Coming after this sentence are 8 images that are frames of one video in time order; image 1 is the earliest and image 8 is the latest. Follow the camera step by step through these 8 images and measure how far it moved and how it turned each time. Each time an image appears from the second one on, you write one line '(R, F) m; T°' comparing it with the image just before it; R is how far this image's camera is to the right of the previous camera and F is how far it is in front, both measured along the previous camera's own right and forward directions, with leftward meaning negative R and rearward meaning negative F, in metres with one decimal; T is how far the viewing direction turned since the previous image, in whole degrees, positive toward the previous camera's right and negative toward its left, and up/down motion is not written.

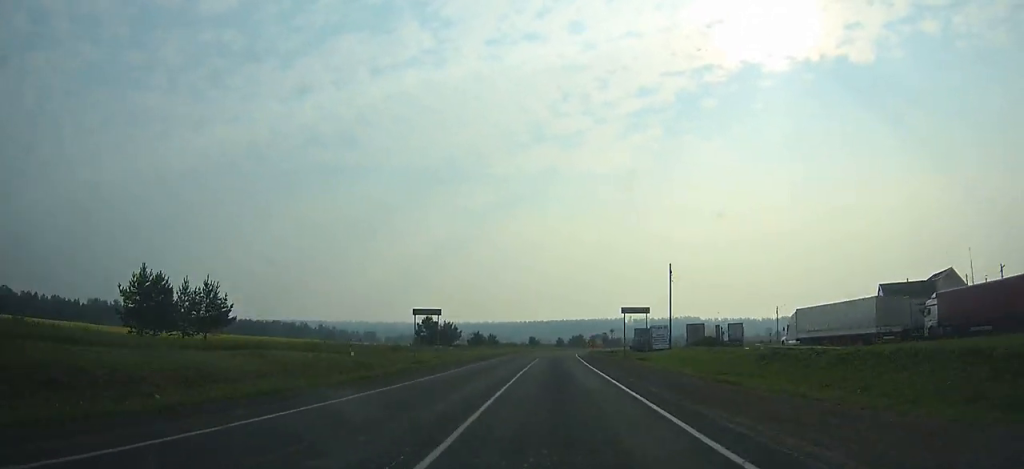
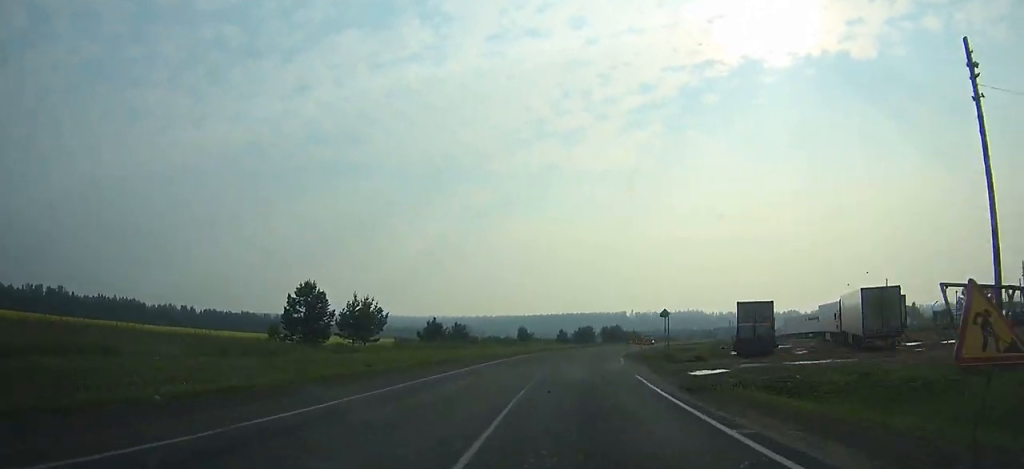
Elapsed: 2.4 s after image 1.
(+0.3, +46.4) m; +3°
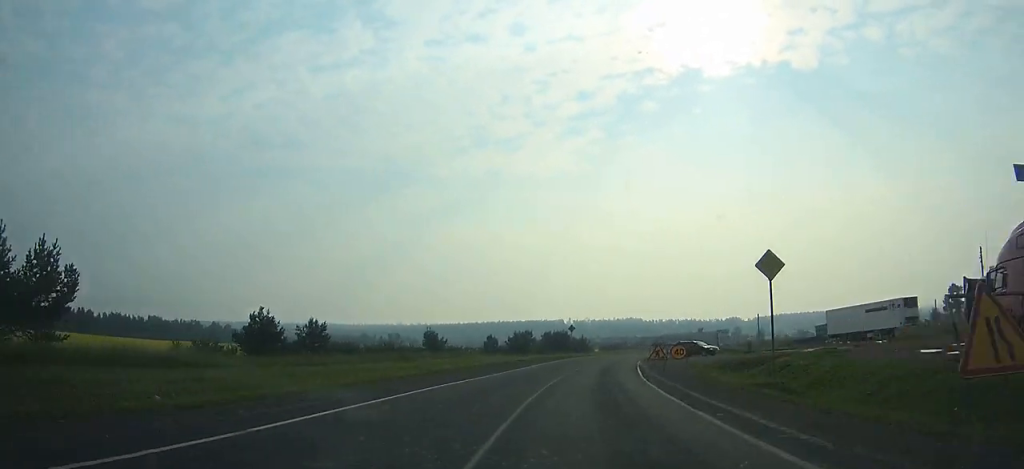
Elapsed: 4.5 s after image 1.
(+1.2, +37.6) m; +5°
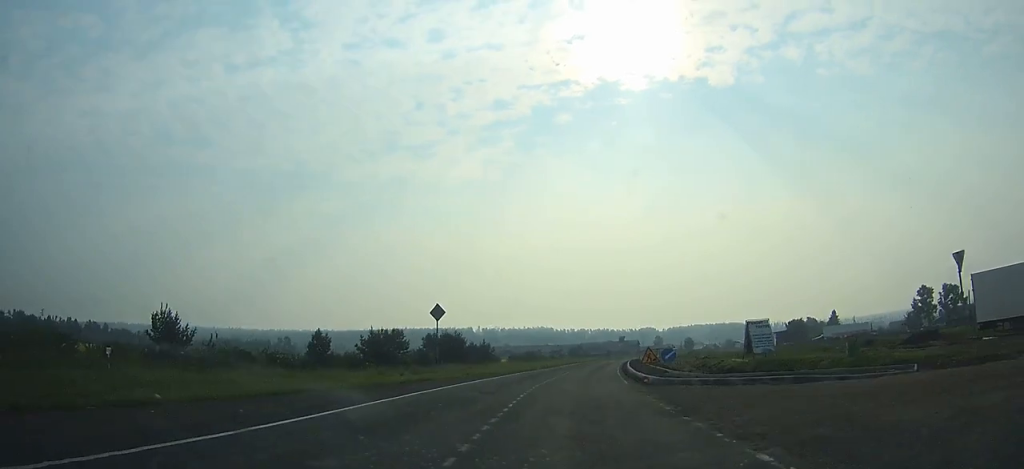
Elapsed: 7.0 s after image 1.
(+2.3, +42.1) m; +7°
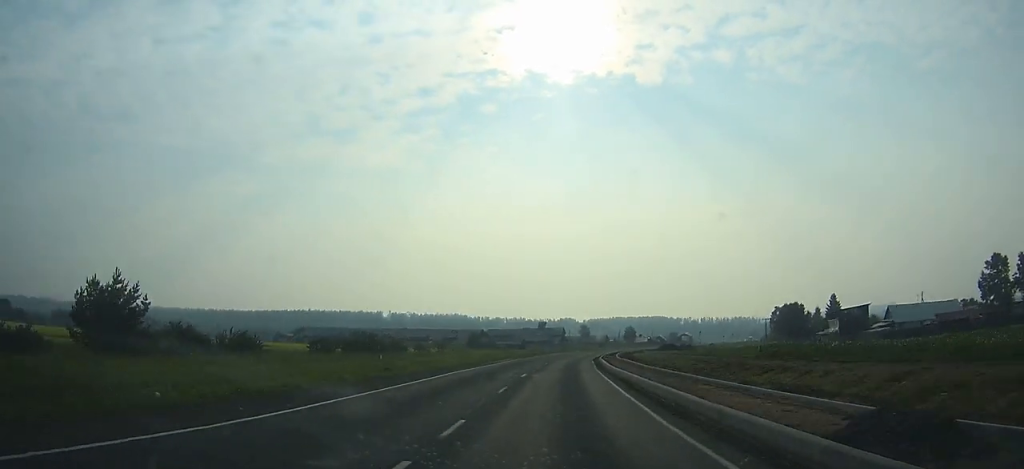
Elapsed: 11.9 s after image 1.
(+8.9, +80.1) m; +10°
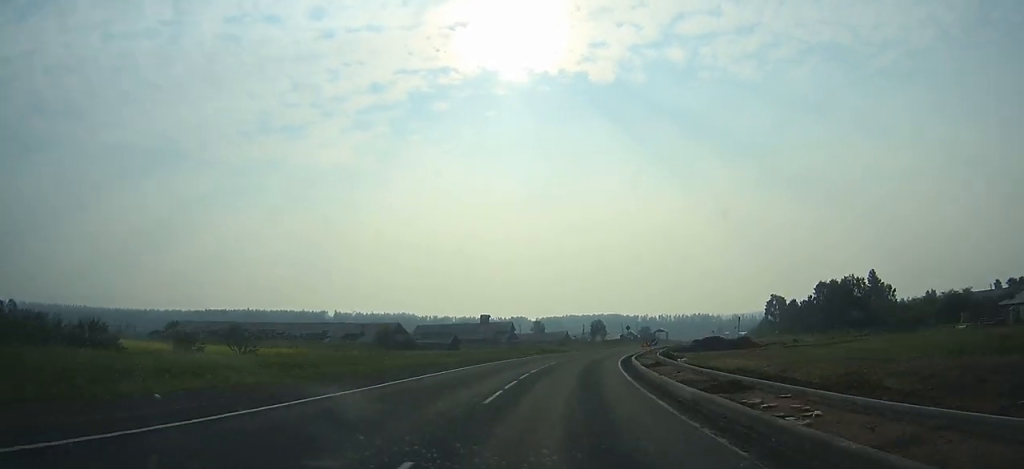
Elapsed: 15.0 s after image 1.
(+1.3, +56.1) m; +6°
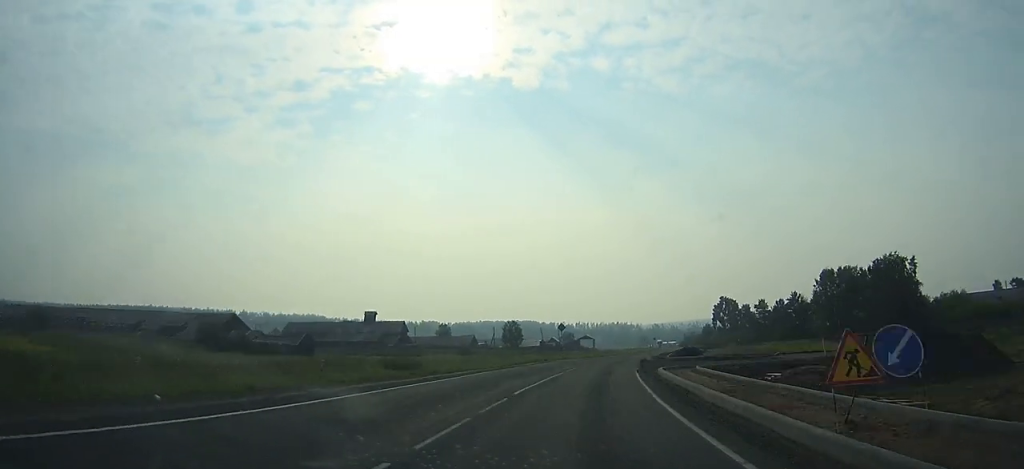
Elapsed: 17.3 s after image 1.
(+3.5, +42.4) m; +8°
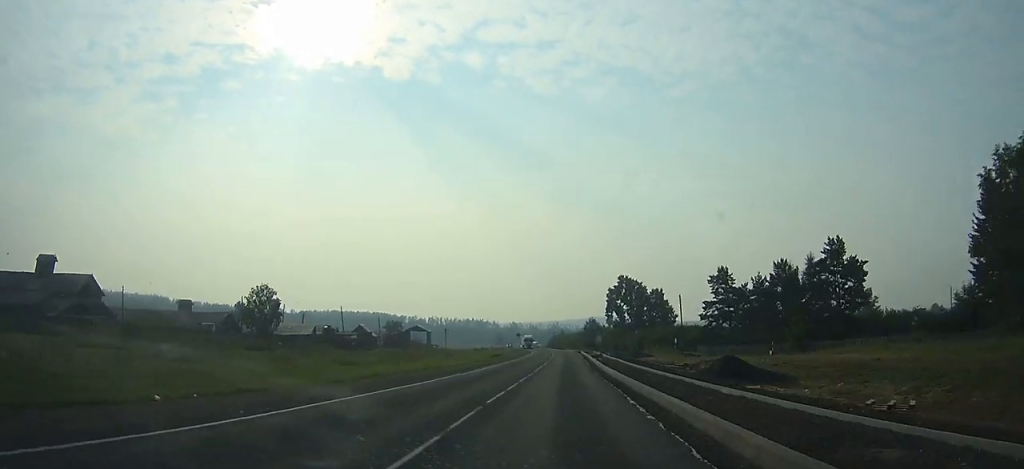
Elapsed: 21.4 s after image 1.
(+8.8, +73.6) m; +11°
